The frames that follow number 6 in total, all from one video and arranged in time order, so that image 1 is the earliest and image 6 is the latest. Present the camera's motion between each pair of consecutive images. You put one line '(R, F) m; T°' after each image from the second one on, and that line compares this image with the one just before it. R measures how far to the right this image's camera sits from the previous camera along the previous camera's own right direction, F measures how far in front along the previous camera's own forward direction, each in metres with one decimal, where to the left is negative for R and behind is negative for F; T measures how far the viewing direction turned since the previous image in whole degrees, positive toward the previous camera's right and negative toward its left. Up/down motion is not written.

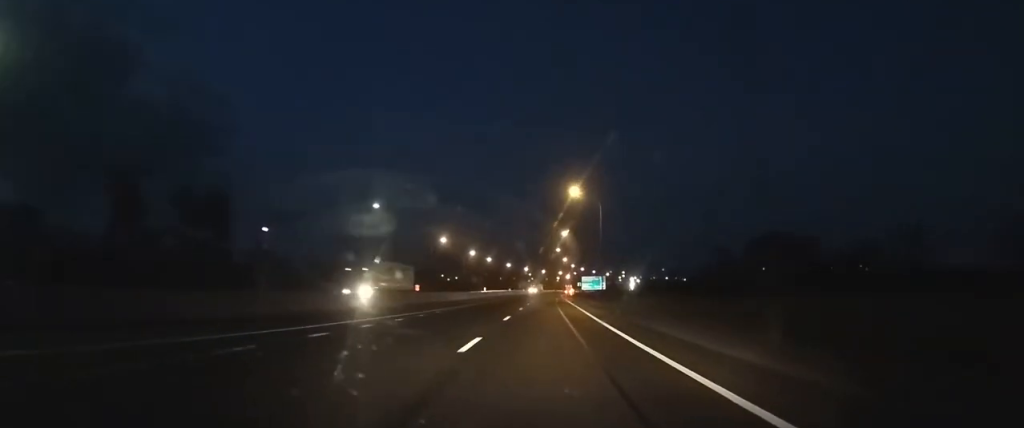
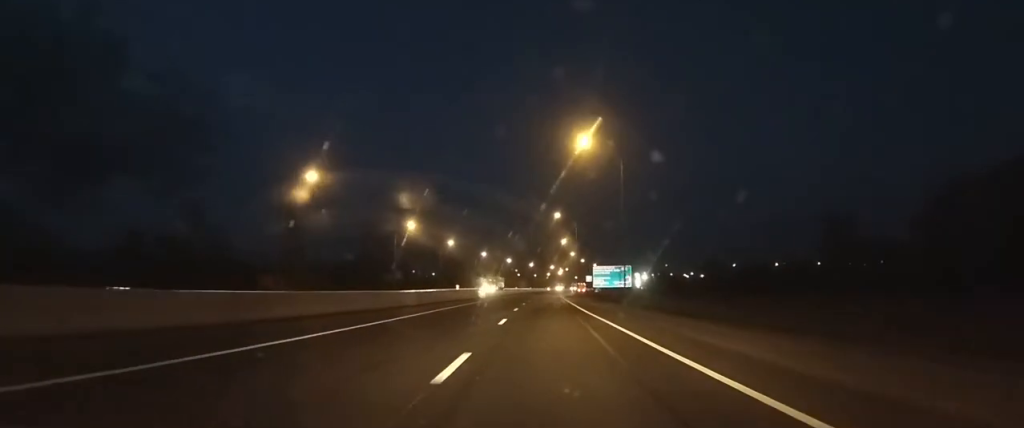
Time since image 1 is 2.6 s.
(+0.2, +56.9) m; +1°
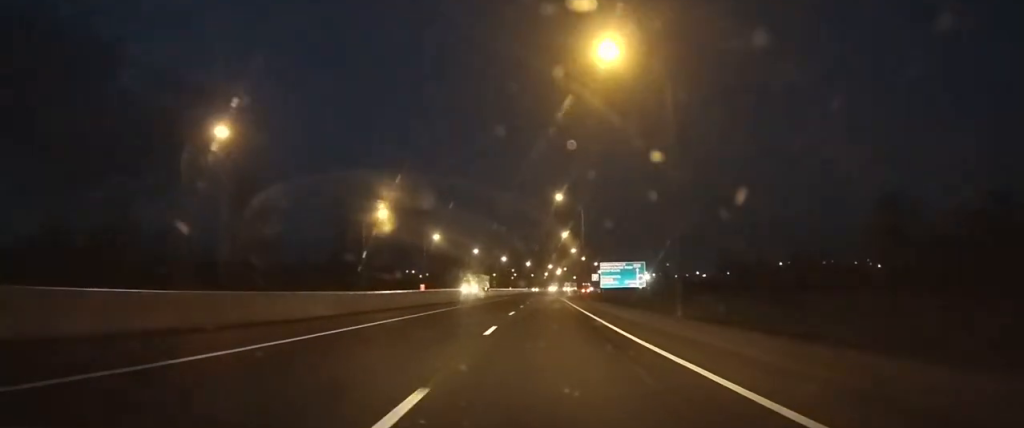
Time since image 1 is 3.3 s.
(0.0, +16.7) m; 0°
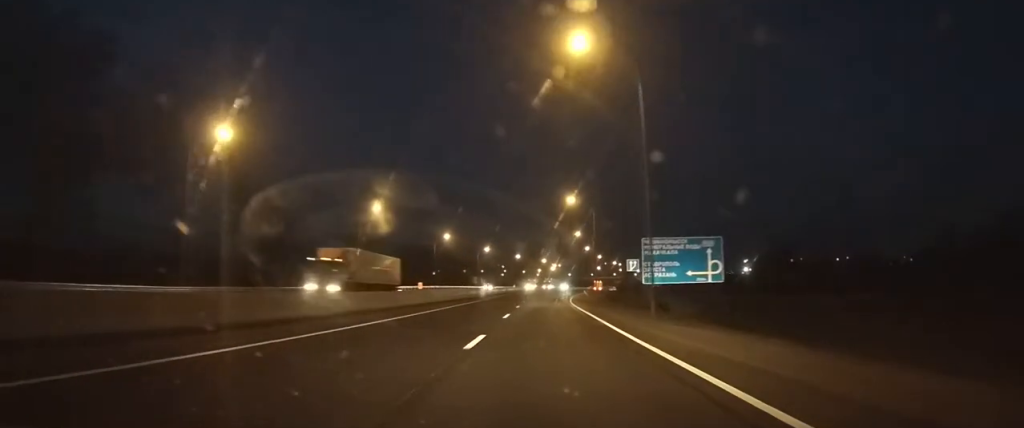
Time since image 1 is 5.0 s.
(+0.3, +44.3) m; +1°
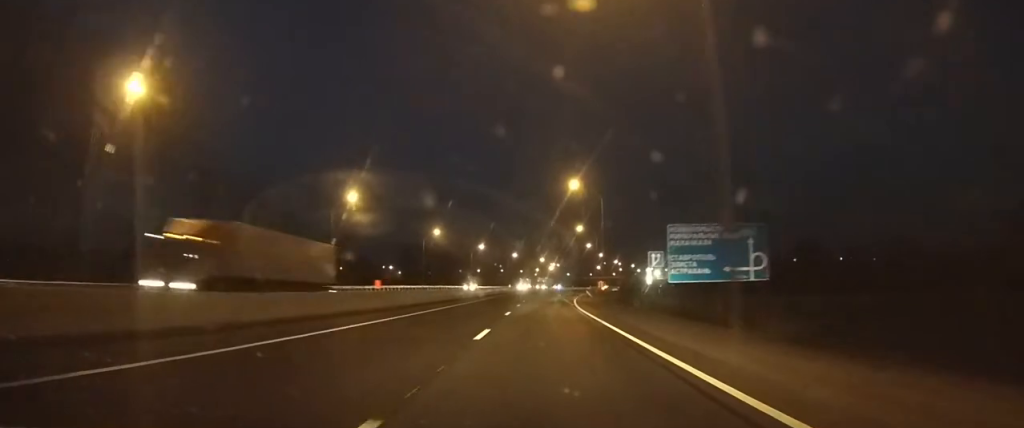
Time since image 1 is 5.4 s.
(+0.1, +10.7) m; 0°
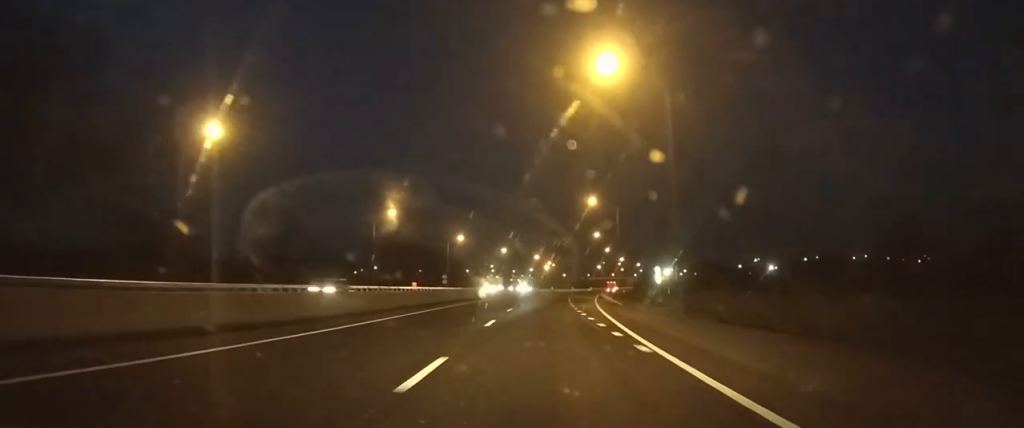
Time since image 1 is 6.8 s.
(+0.3, +32.3) m; +1°
